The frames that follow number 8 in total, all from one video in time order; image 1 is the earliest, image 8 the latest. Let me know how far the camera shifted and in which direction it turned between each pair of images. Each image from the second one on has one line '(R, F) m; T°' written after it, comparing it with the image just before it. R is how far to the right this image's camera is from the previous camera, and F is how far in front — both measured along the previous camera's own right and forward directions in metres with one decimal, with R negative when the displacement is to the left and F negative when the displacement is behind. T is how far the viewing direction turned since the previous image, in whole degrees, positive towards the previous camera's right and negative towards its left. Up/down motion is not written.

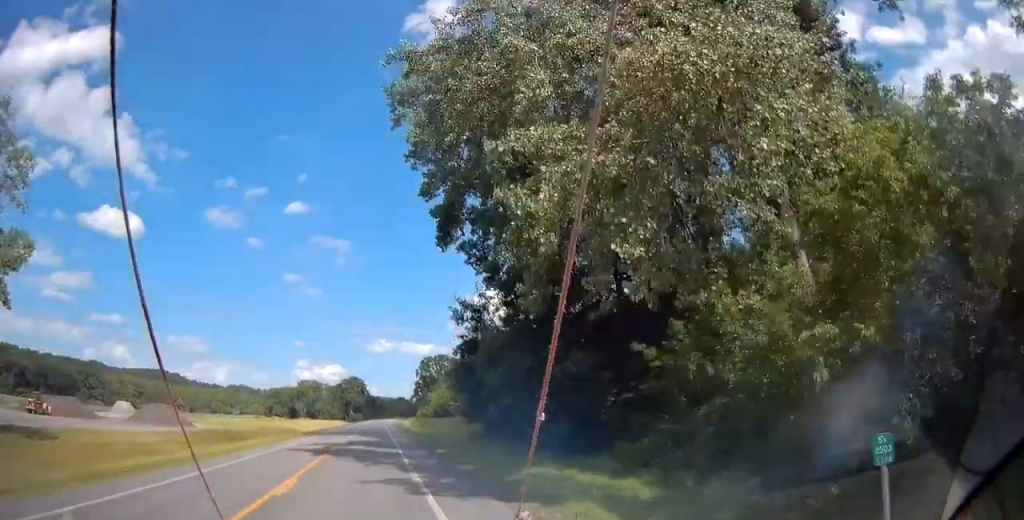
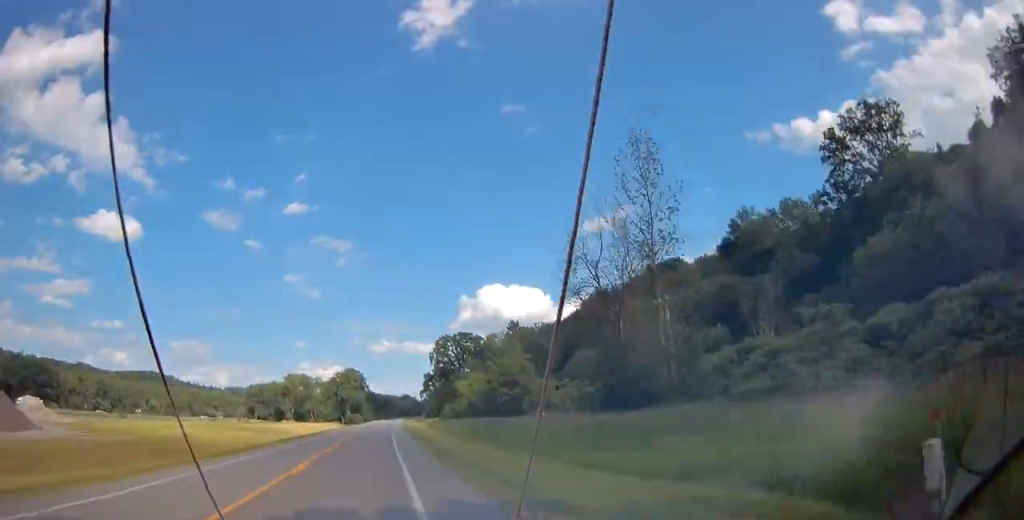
(-2.2, +69.8) m; -1°
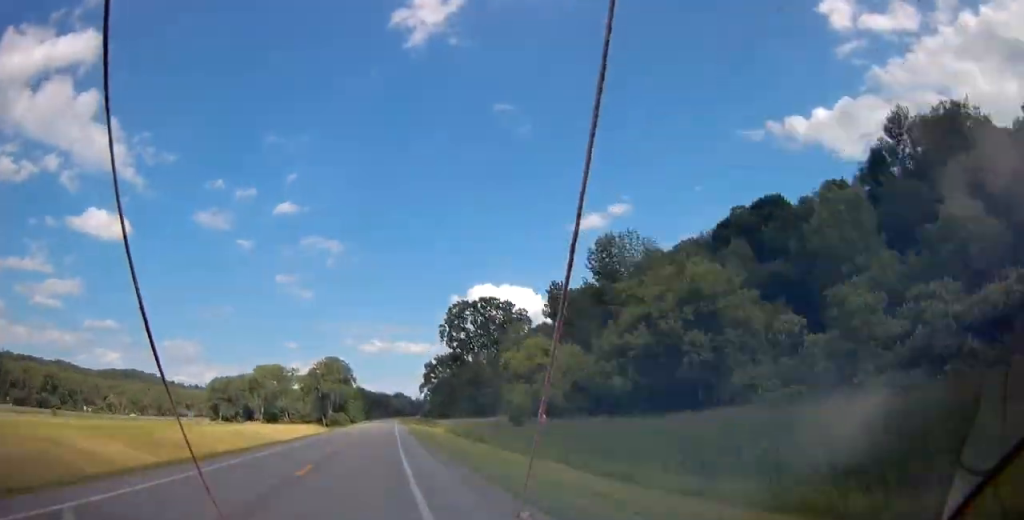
(+0.5, +62.6) m; +1°
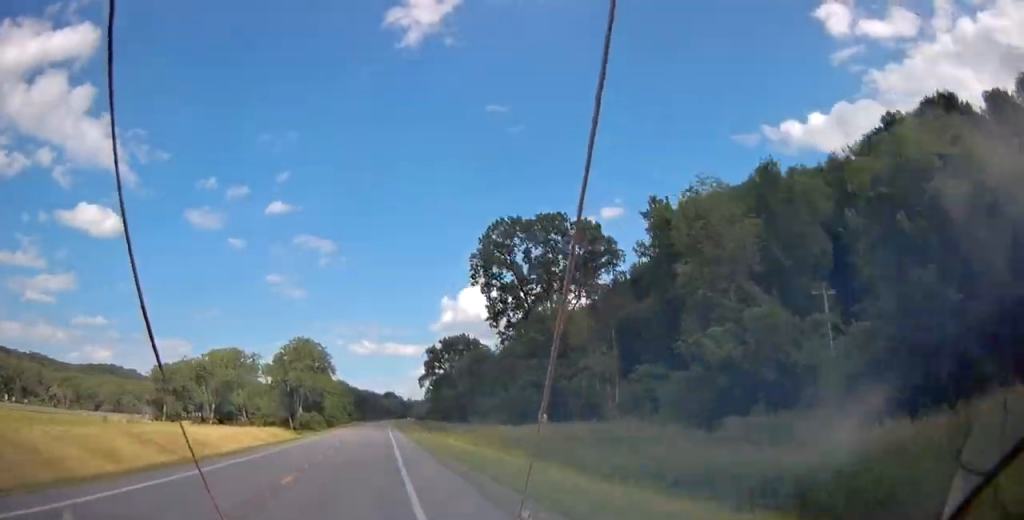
(+0.2, +64.2) m; 0°
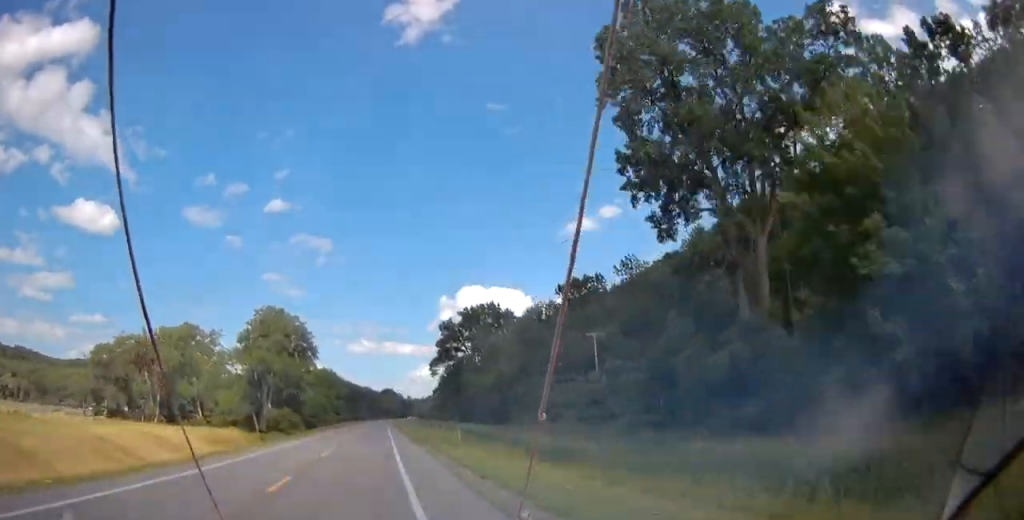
(+0.1, +50.2) m; 0°
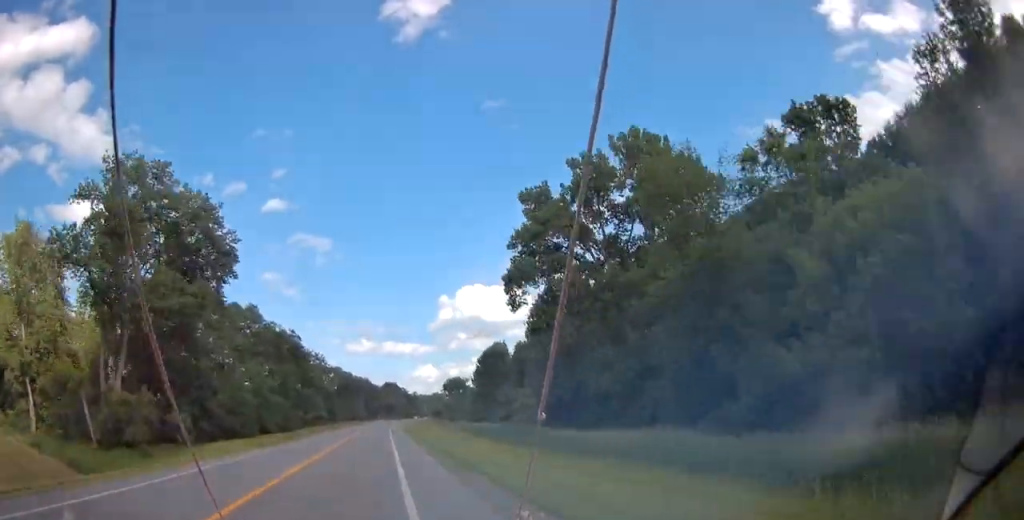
(+0.3, +83.7) m; +1°
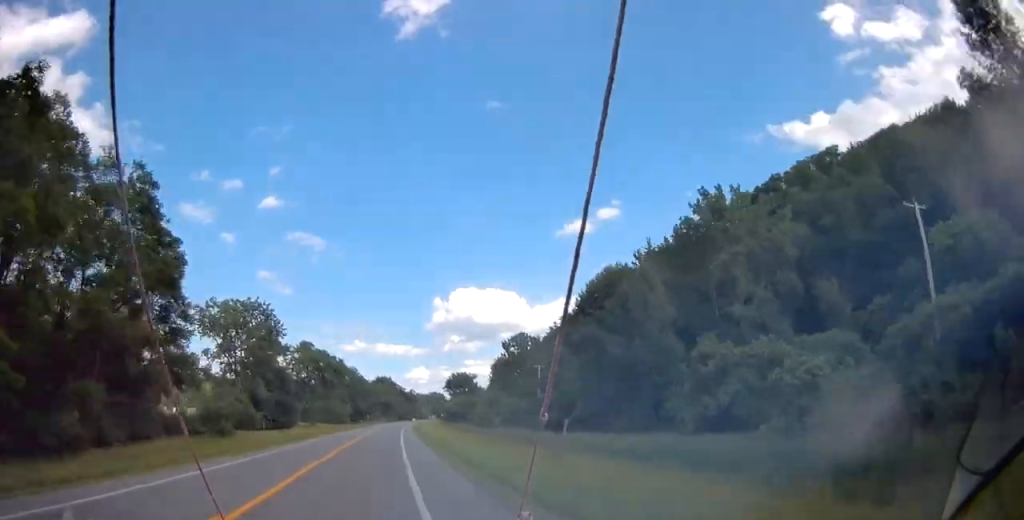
(+0.6, +71.5) m; +1°
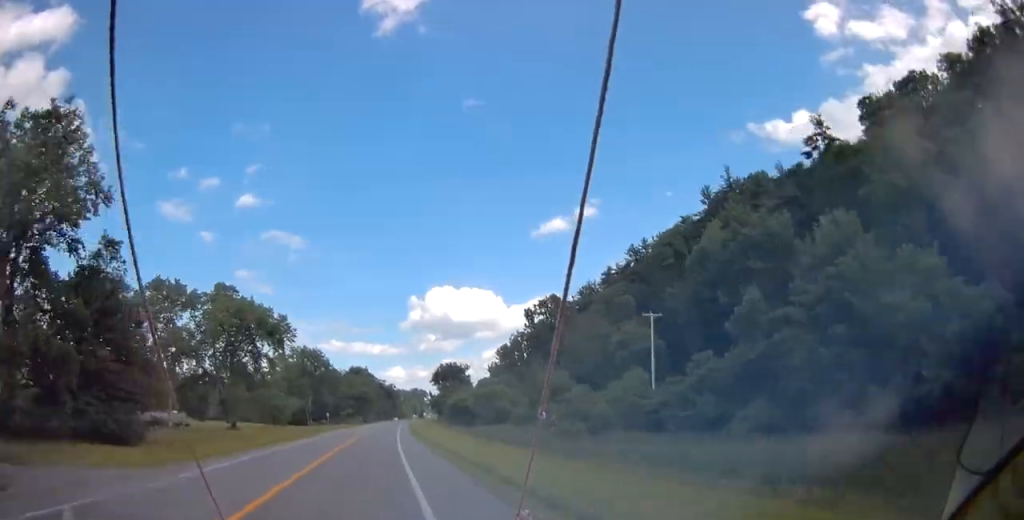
(+0.7, +61.4) m; +1°
